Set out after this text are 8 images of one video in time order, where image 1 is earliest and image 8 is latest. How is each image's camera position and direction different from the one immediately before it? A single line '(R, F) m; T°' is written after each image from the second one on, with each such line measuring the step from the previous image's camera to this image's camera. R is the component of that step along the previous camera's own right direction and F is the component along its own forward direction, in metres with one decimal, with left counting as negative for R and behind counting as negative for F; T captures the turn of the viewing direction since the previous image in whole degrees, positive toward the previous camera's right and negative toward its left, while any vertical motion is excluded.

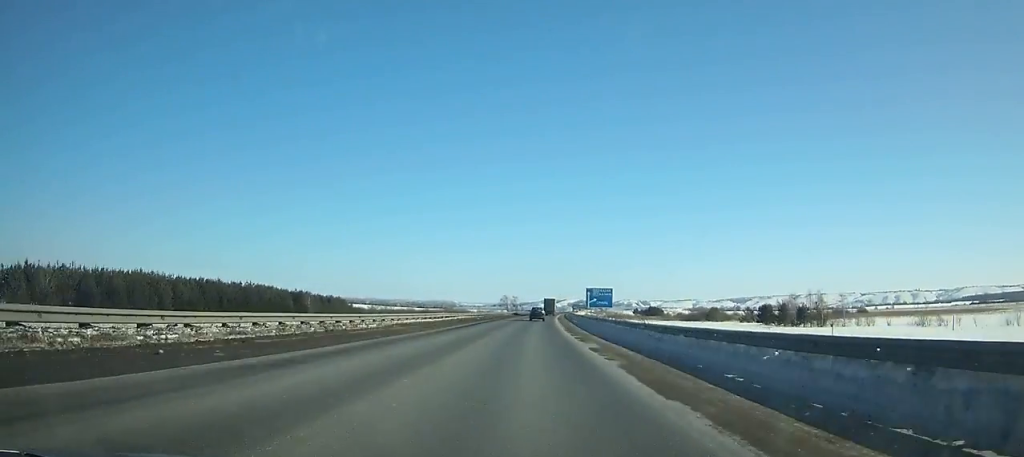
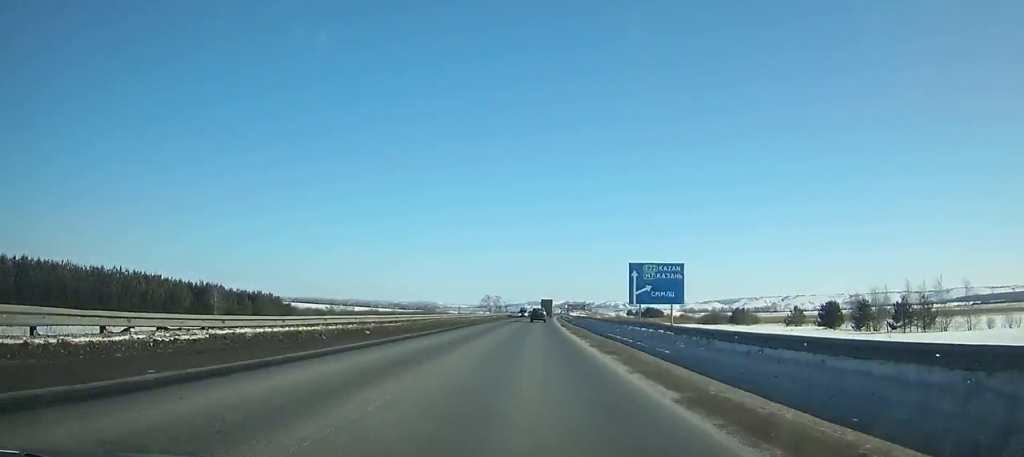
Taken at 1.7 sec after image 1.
(+0.2, +46.2) m; +1°
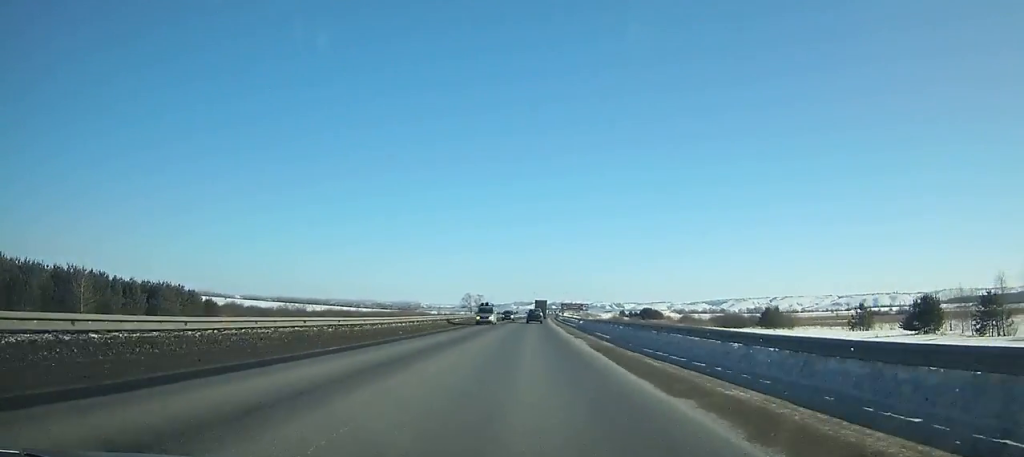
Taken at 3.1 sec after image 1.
(+0.8, +37.4) m; +1°
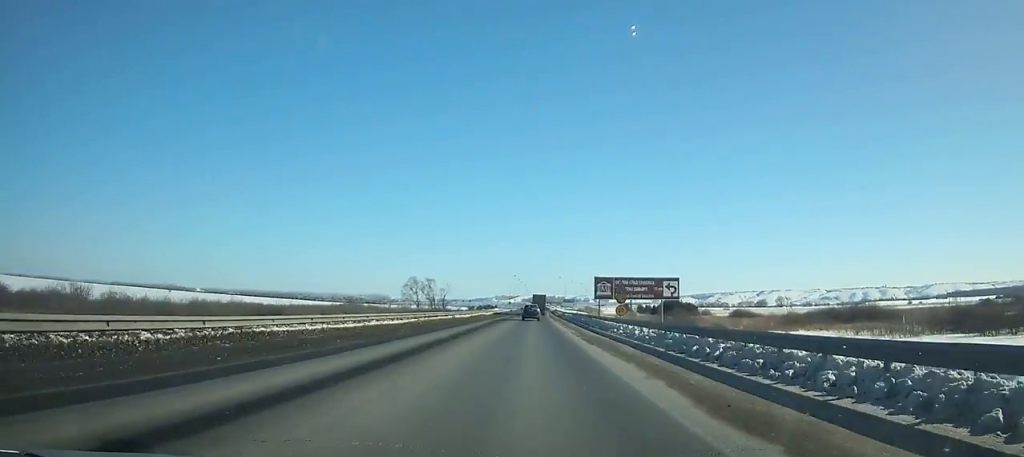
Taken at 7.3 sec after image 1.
(+2.3, +110.0) m; +3°
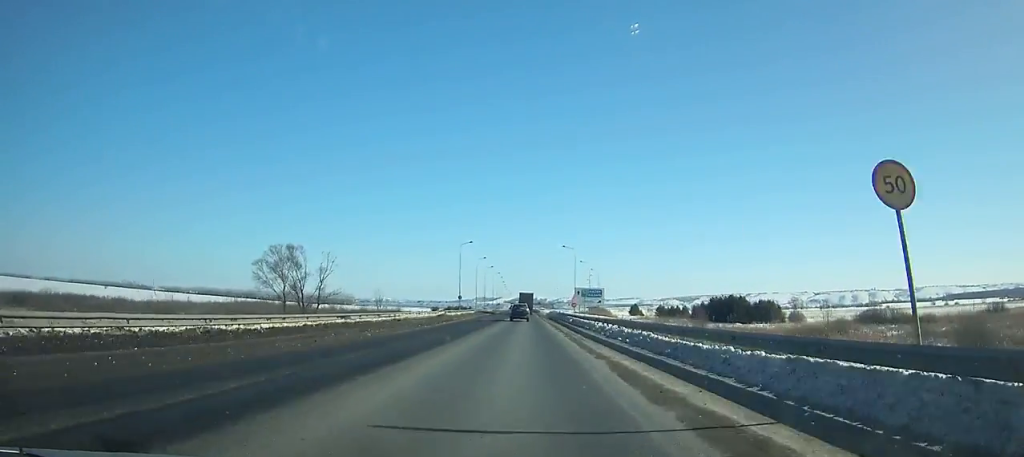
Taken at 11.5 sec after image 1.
(+2.2, +104.1) m; +1°
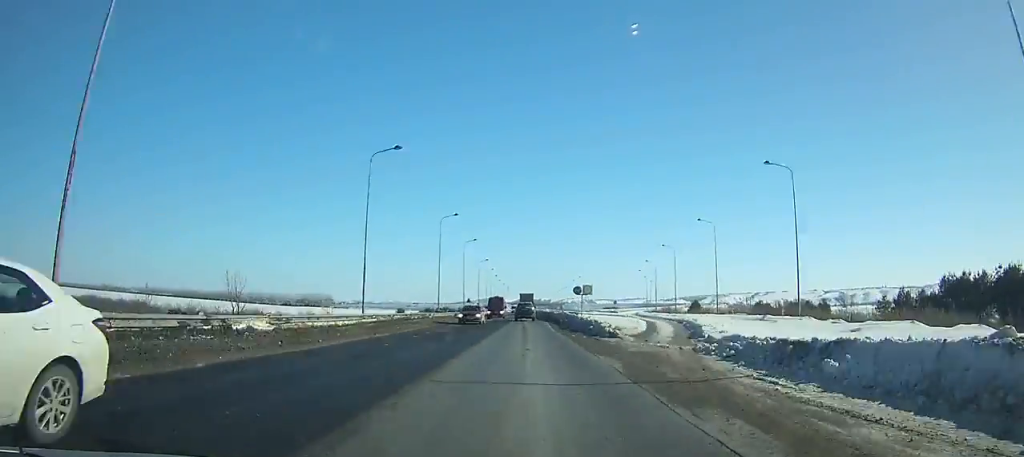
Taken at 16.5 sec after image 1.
(-0.4, +116.8) m; -1°
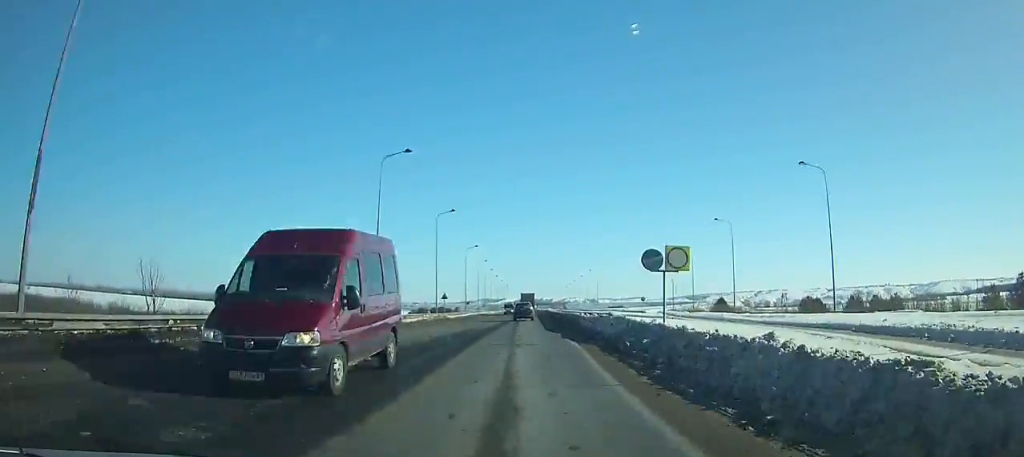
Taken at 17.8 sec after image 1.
(-0.2, +29.1) m; 0°
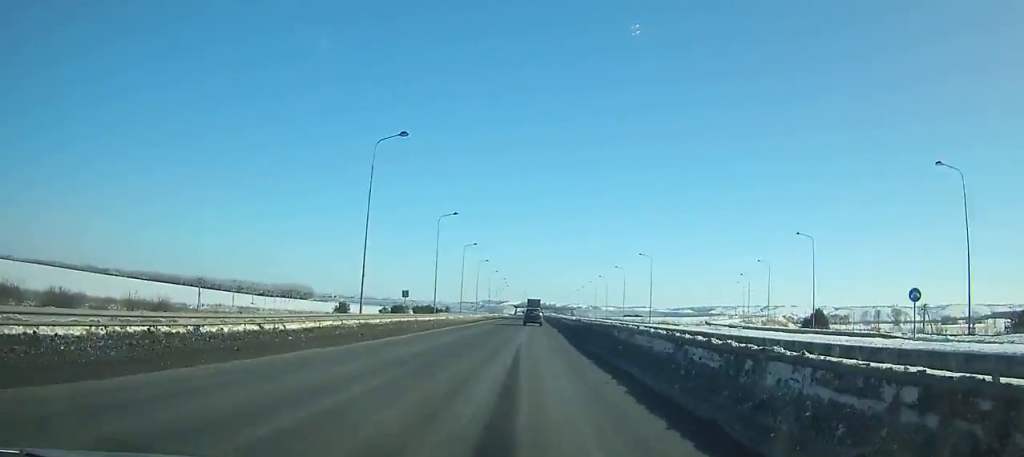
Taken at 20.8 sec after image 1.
(-0.2, +67.0) m; 0°
